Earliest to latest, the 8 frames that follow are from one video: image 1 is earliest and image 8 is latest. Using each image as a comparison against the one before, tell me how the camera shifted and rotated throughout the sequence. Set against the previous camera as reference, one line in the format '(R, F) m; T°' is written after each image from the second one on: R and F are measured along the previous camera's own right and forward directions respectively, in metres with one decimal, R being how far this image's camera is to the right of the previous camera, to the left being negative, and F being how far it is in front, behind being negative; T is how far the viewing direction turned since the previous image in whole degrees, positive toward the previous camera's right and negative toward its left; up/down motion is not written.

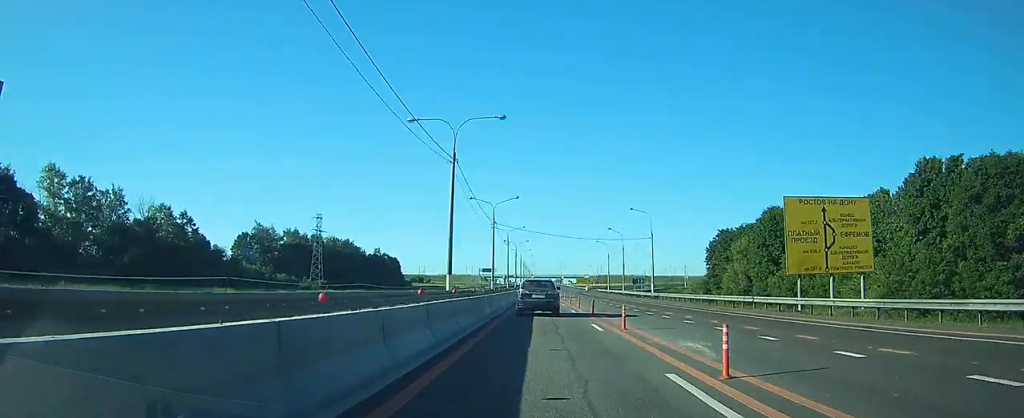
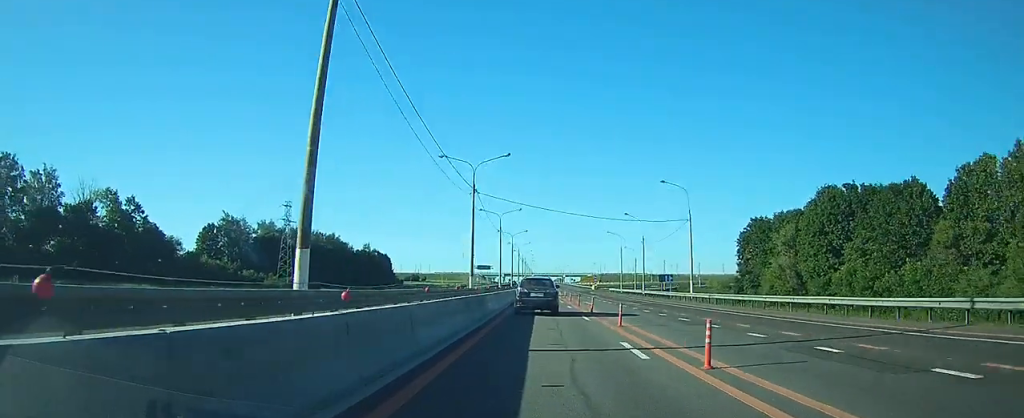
(0.0, +19.1) m; 0°
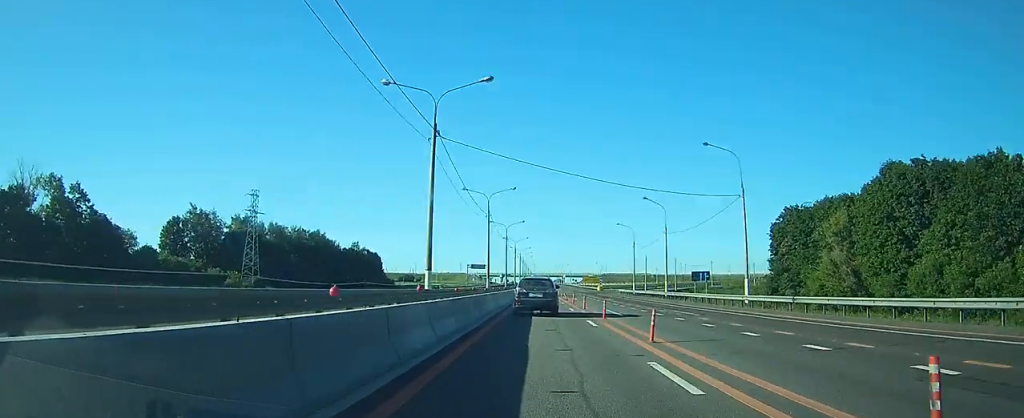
(0.0, +15.4) m; 0°
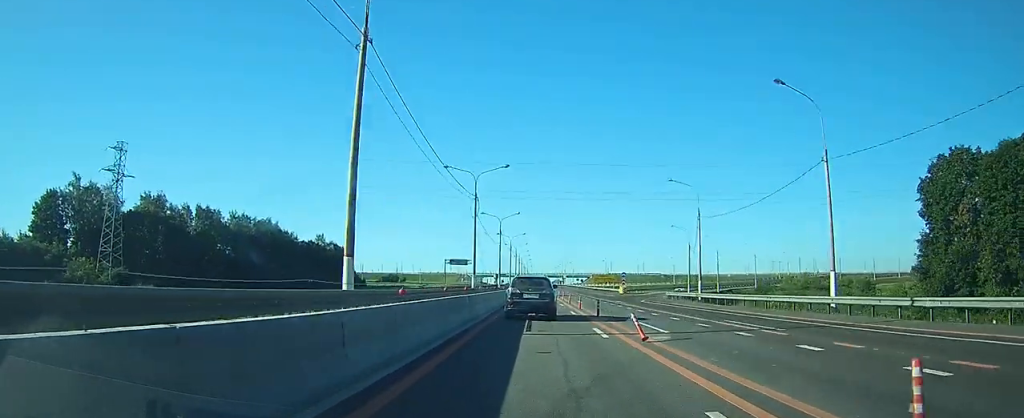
(0.0, +39.8) m; 0°
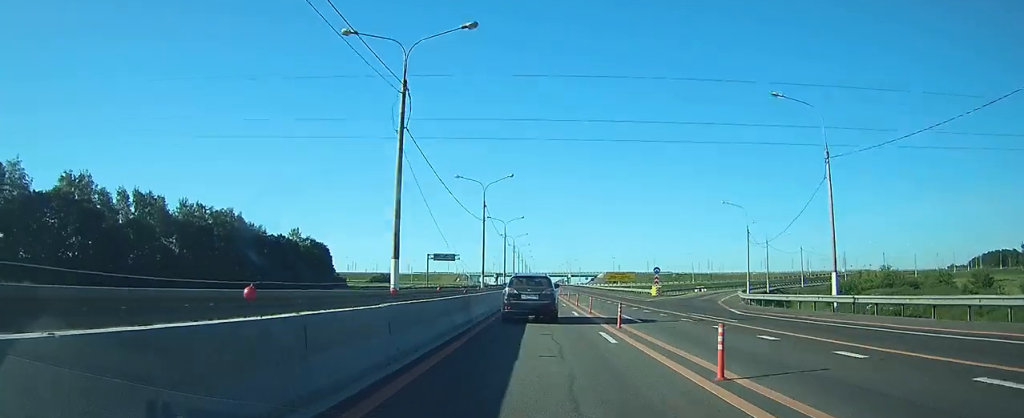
(0.0, +25.6) m; 0°
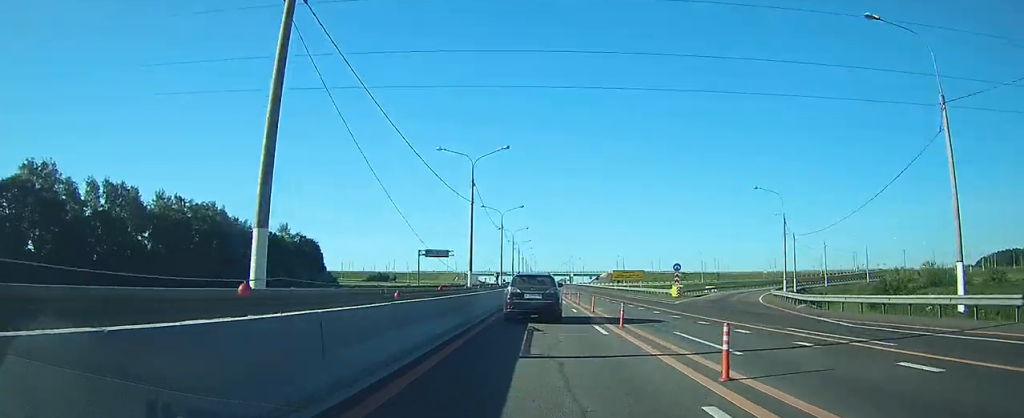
(0.0, +10.2) m; 0°
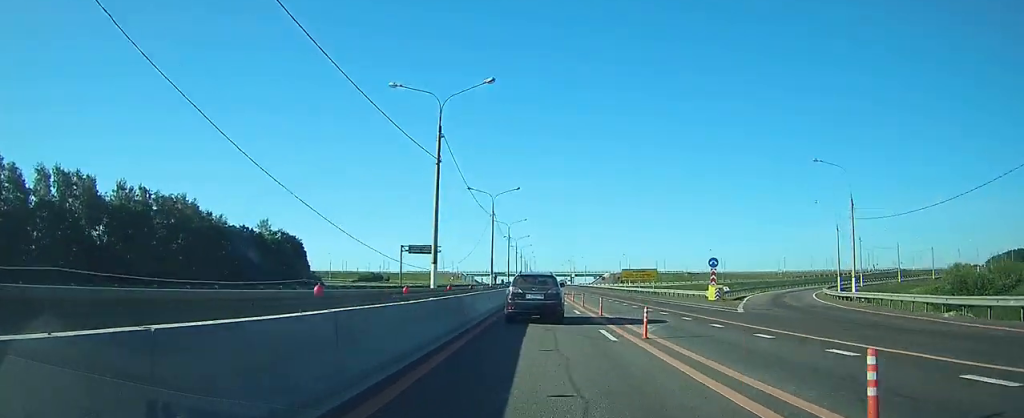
(0.0, +13.8) m; 0°
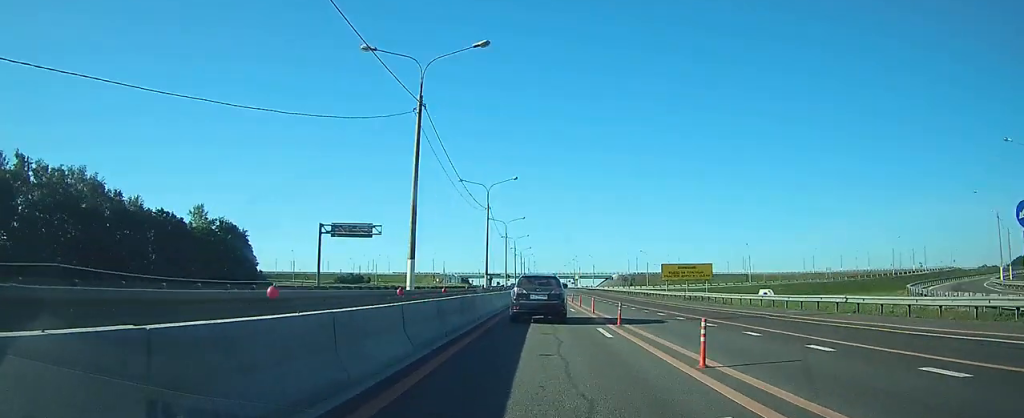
(0.0, +35.9) m; 0°
